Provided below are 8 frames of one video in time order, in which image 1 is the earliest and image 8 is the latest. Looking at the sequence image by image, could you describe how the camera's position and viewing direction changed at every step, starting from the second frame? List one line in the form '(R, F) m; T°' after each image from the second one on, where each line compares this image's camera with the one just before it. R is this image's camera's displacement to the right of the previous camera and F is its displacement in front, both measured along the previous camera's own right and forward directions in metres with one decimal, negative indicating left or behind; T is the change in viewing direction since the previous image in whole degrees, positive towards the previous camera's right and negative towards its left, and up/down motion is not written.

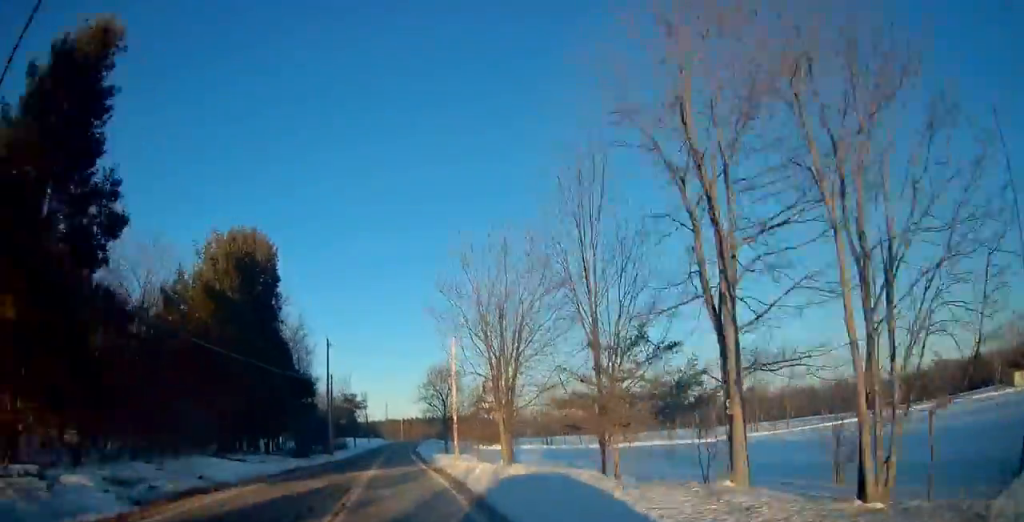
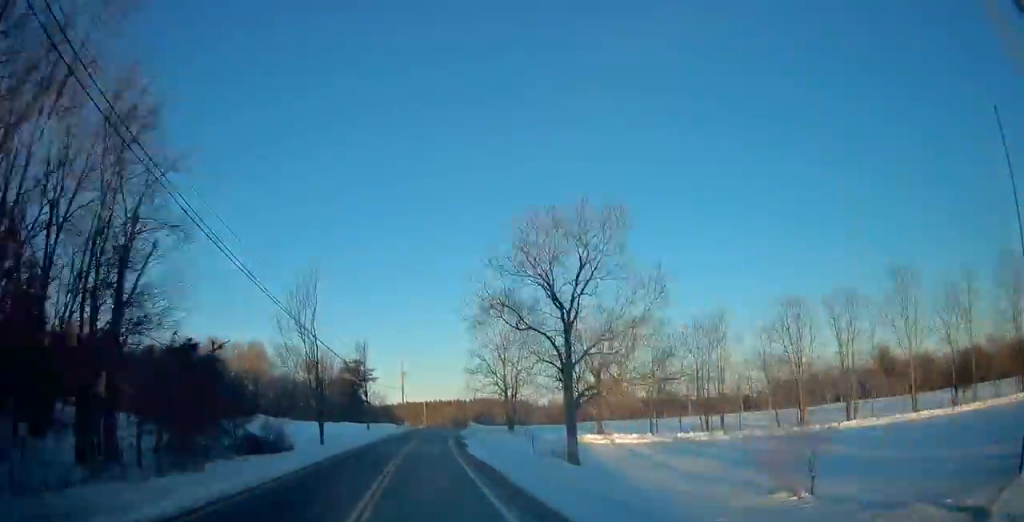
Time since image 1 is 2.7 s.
(-0.8, +55.0) m; 0°
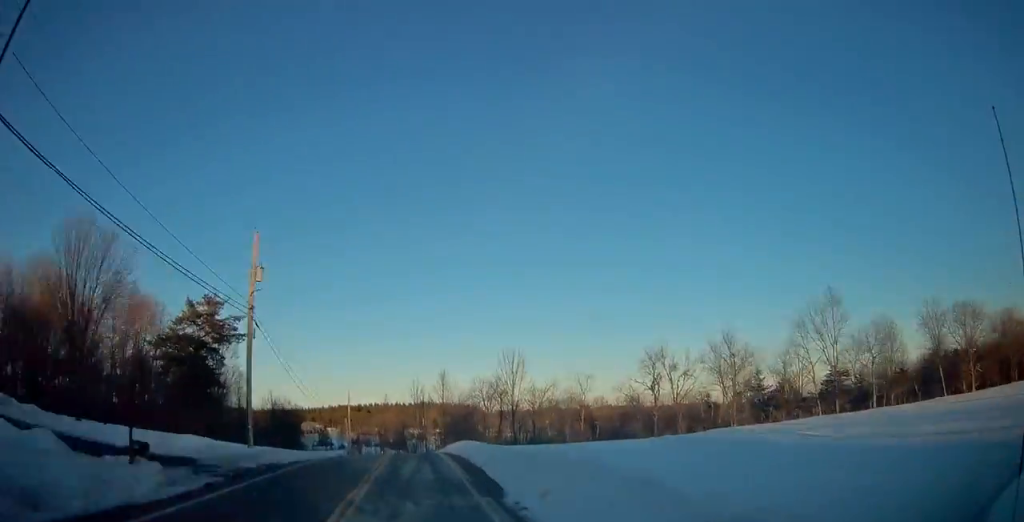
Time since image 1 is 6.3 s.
(+2.7, +69.8) m; +4°
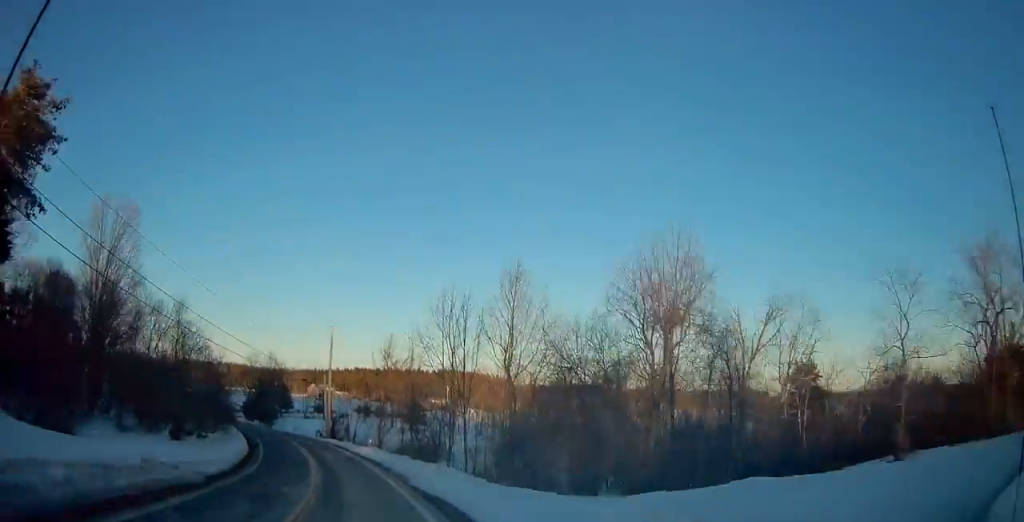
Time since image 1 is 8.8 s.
(-0.8, +43.3) m; -6°
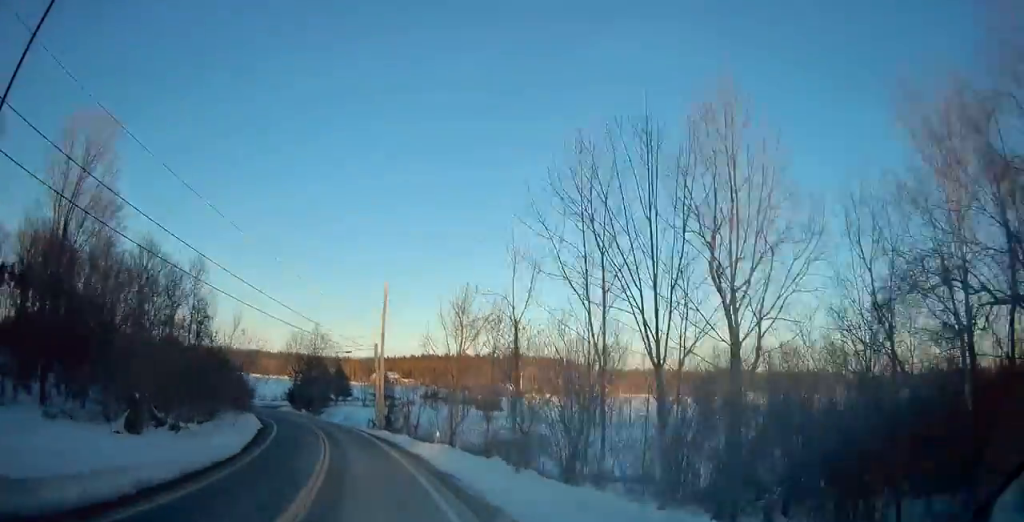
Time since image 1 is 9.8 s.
(-0.1, +17.2) m; -5°
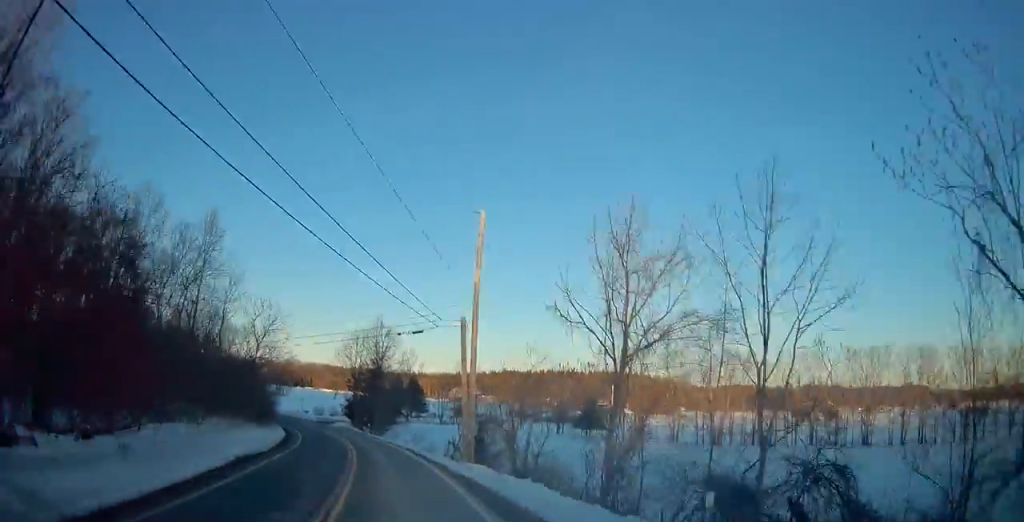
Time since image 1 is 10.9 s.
(-1.5, +19.4) m; -6°
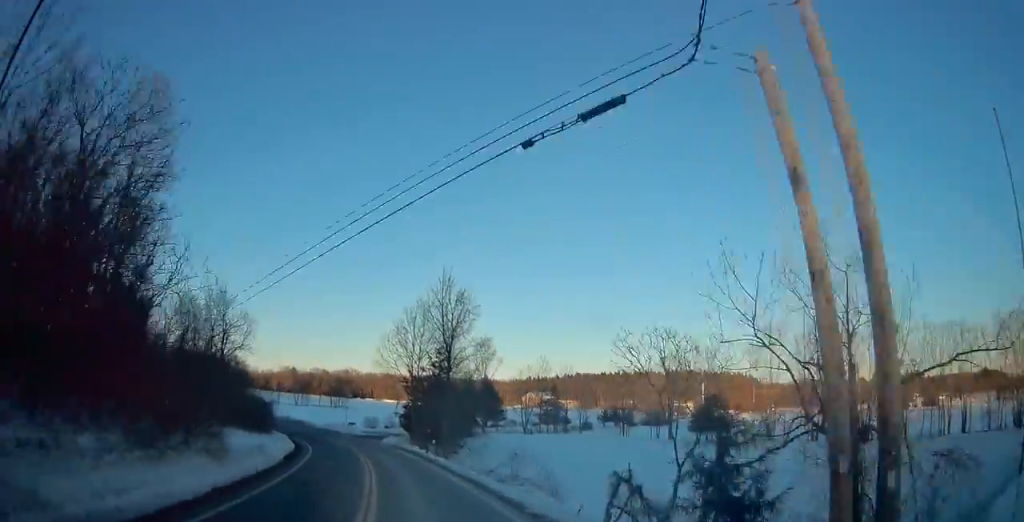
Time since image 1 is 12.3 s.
(-1.2, +22.9) m; -7°
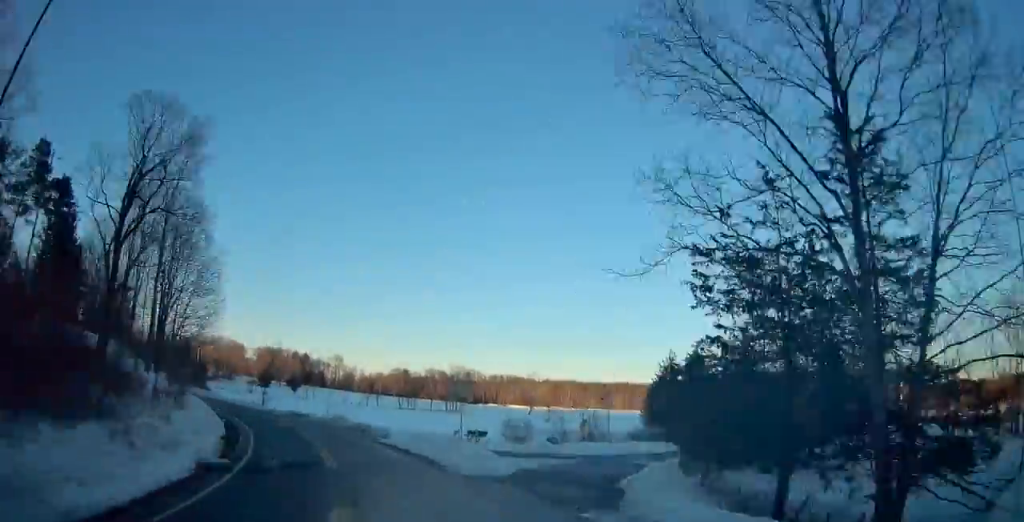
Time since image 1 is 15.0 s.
(-5.9, +47.0) m; -16°
